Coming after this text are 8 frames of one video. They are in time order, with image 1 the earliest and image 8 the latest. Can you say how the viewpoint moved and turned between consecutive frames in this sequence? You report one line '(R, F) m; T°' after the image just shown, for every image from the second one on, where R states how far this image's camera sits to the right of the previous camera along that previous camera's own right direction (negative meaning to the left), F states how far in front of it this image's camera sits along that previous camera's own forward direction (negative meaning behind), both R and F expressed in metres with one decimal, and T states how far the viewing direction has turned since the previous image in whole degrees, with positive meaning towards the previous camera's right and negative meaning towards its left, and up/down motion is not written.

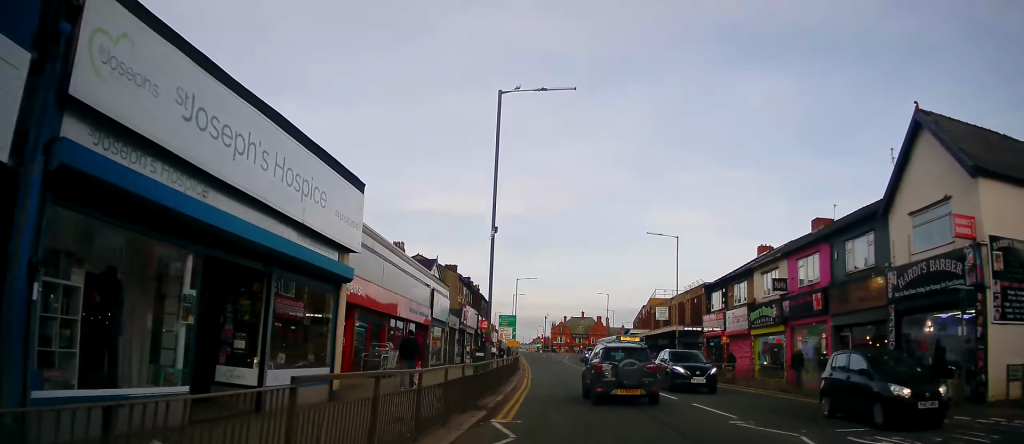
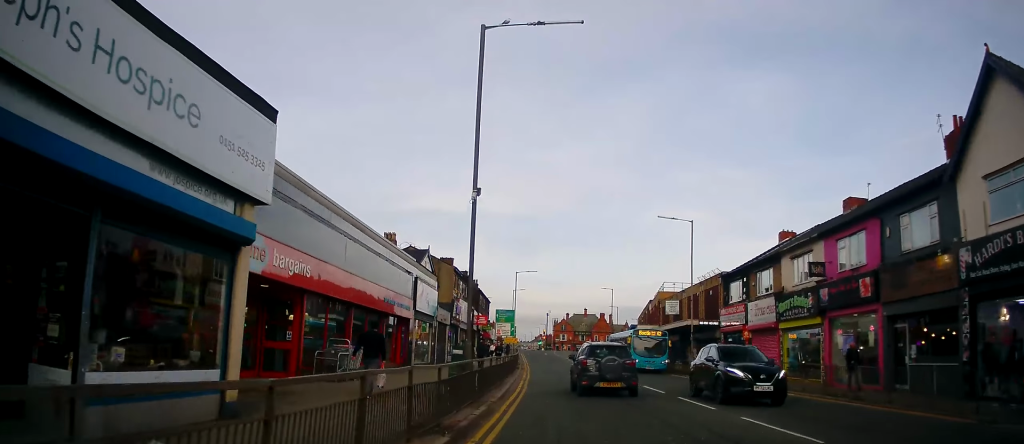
(+0.1, +4.2) m; +1°
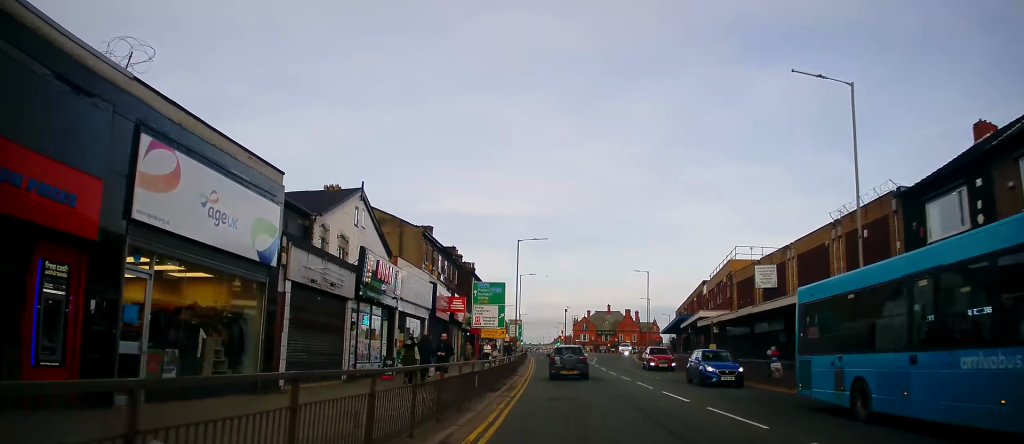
(-1.1, +20.9) m; -5°
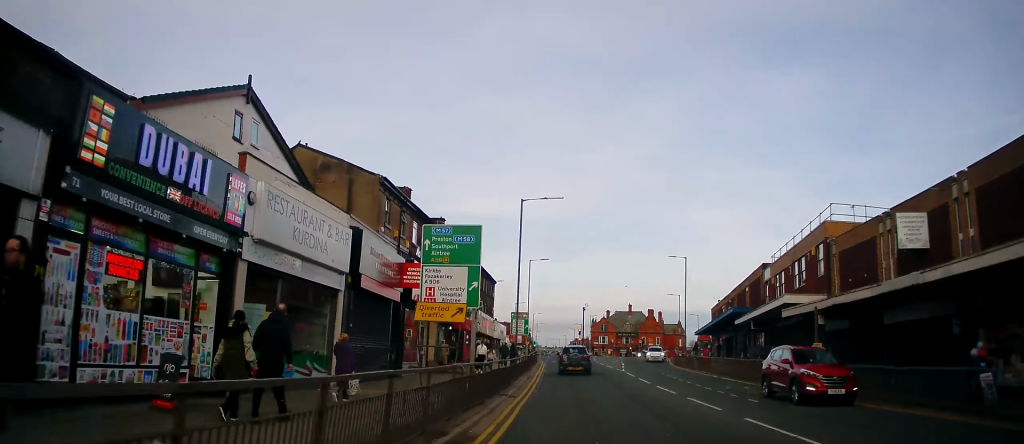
(-0.1, +13.7) m; -2°
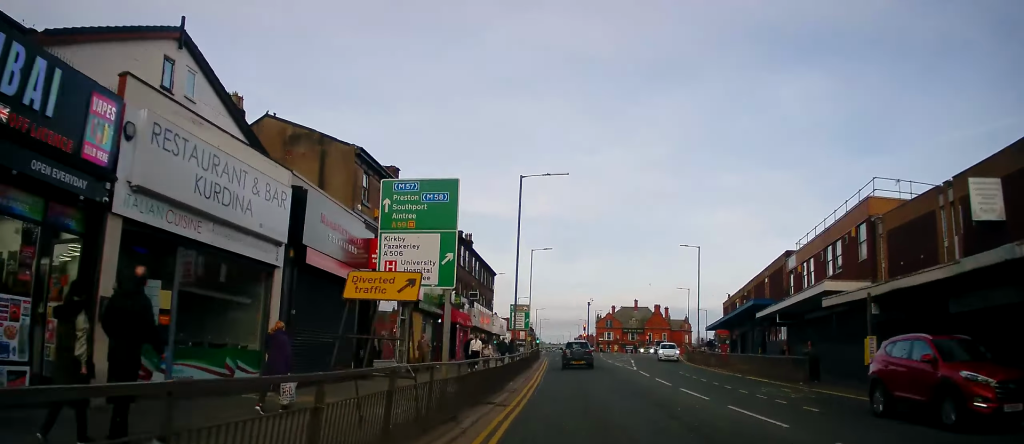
(-0.1, +4.1) m; -1°
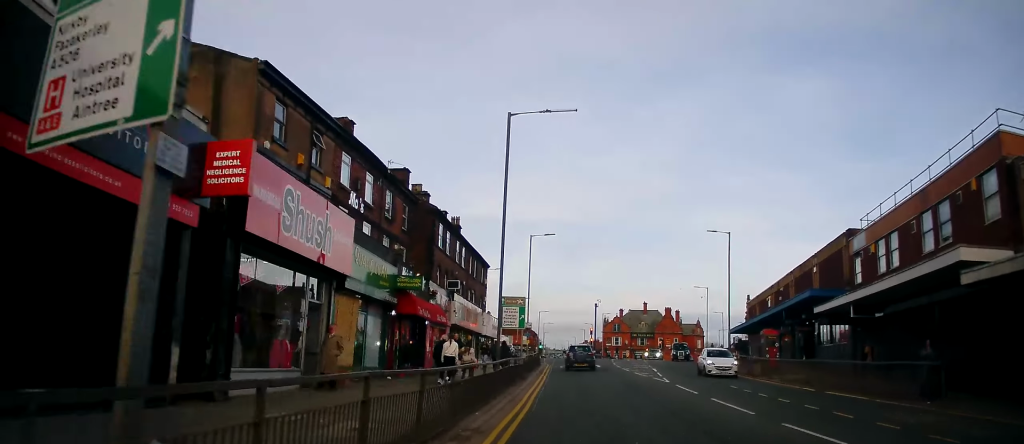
(-0.1, +9.1) m; 0°
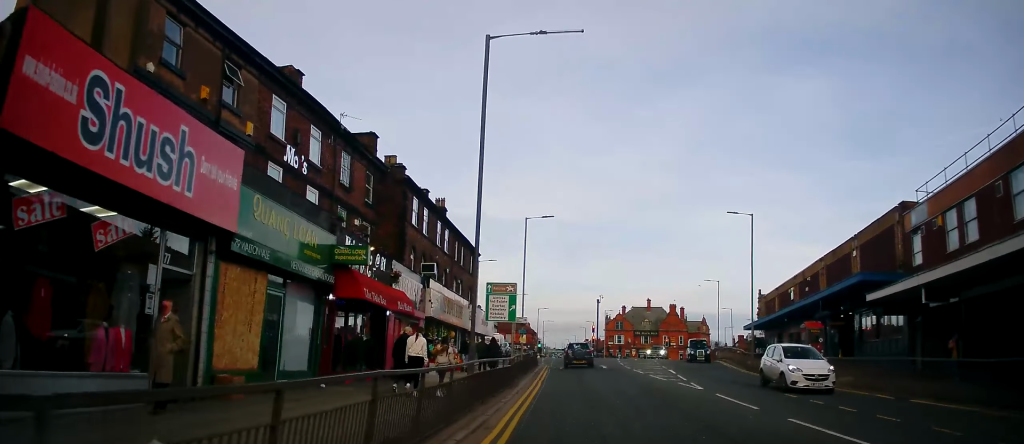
(0.0, +5.9) m; +1°
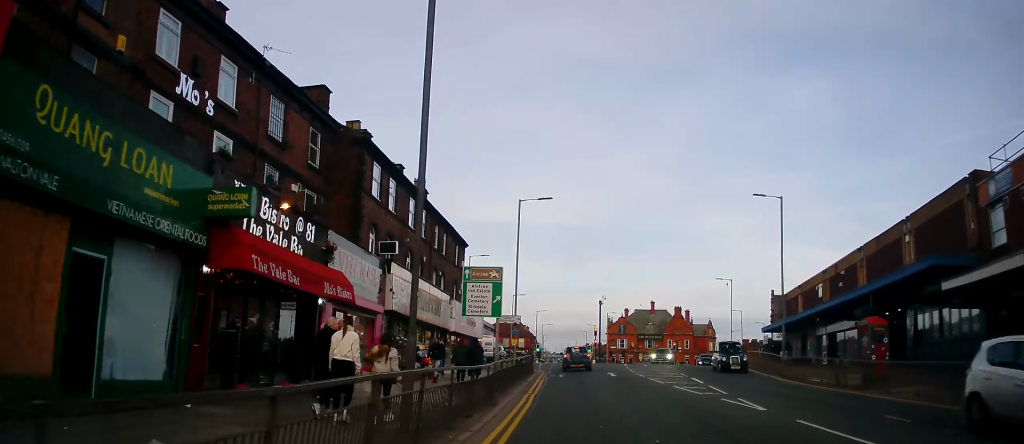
(+0.2, +5.9) m; 0°
